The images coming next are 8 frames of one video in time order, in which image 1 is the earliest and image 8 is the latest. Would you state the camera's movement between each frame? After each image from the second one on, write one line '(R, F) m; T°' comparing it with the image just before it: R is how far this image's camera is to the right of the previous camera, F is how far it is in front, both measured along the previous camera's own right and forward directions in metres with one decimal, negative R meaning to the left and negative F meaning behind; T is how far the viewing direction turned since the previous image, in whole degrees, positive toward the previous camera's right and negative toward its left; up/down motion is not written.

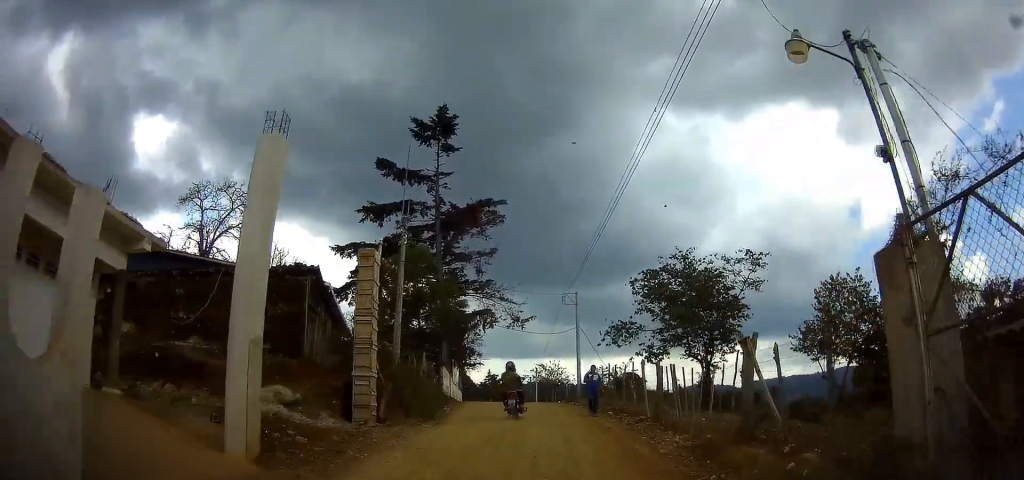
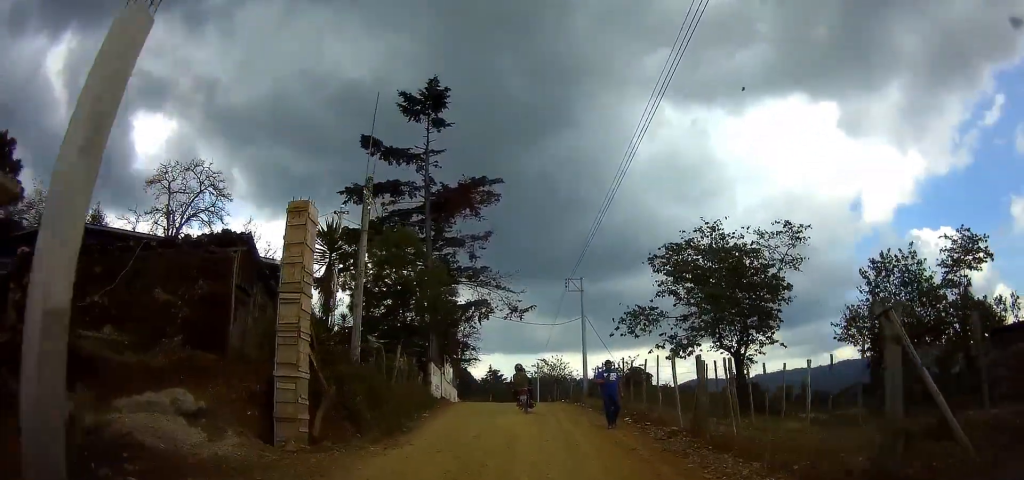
(+0.1, +4.5) m; -4°
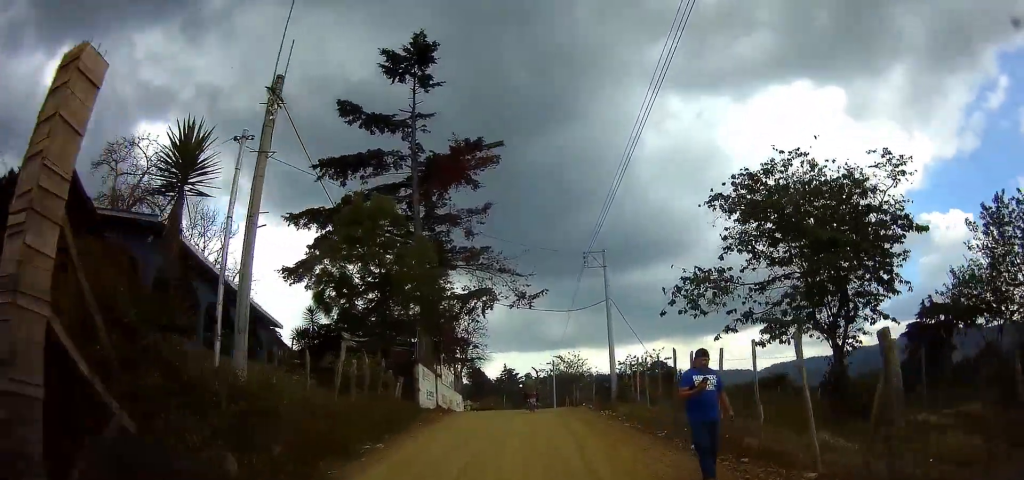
(-0.8, +6.7) m; 0°
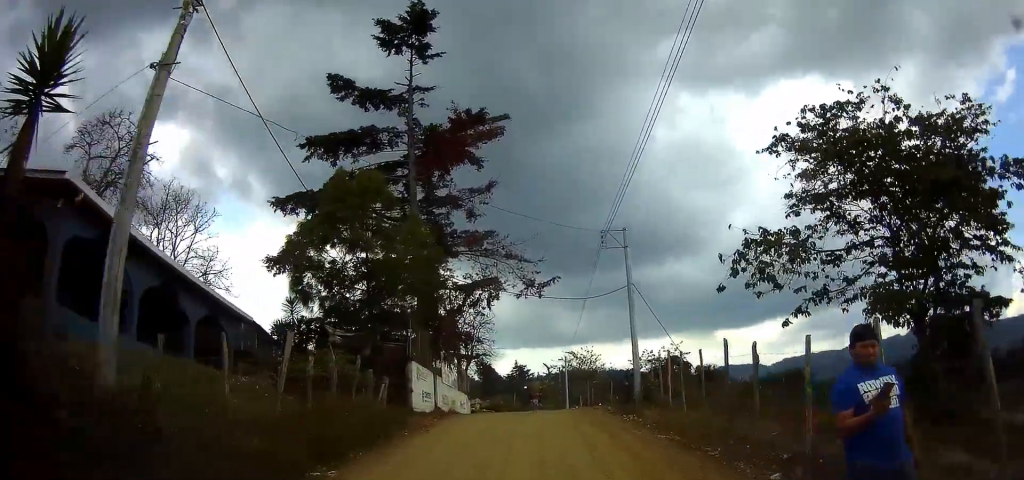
(+0.4, +3.6) m; +4°
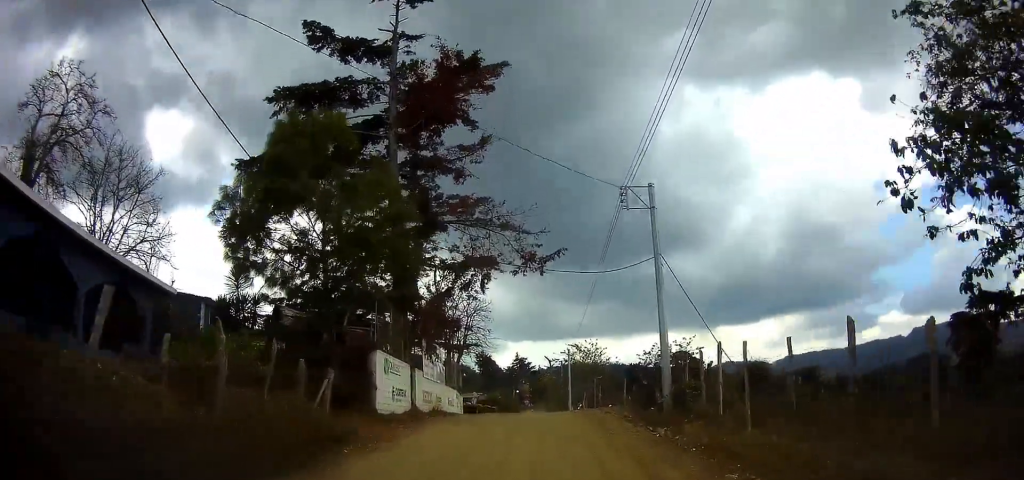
(+0.3, +4.8) m; +2°
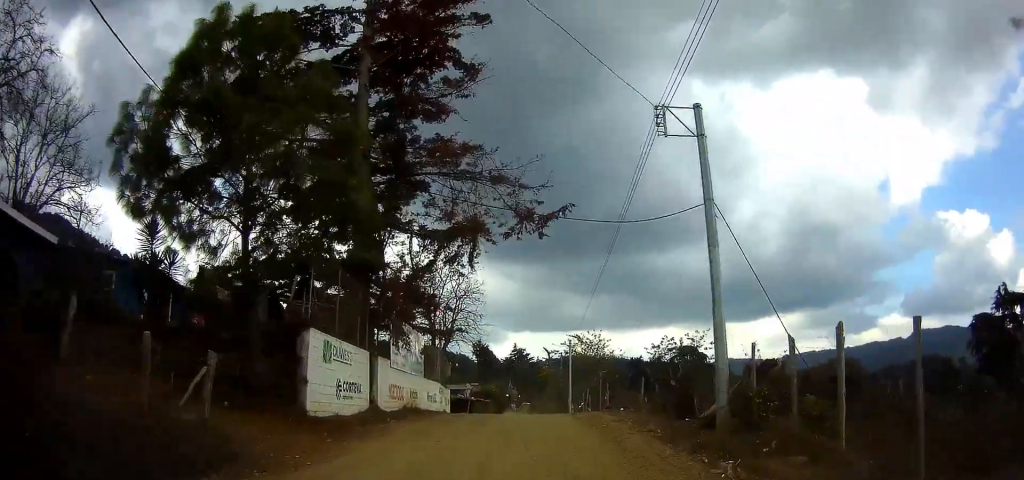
(+0.2, +5.5) m; -5°
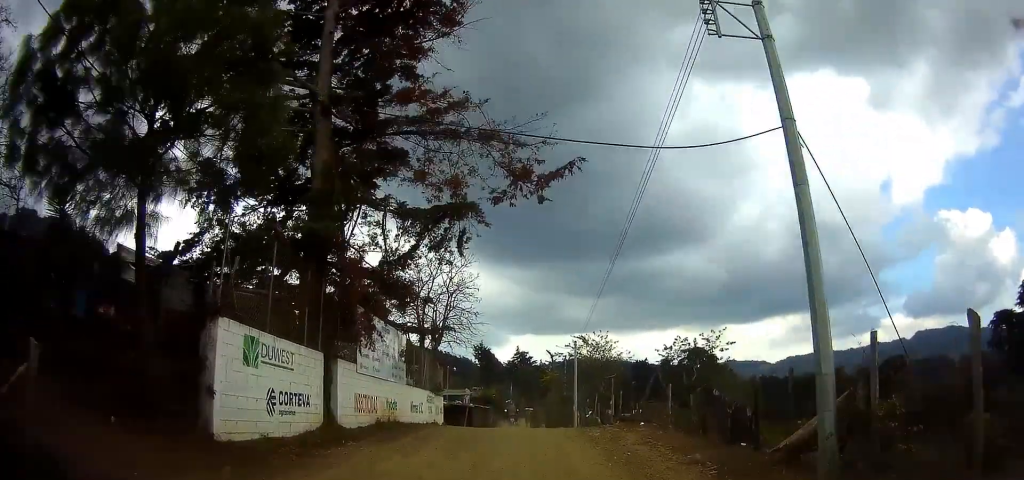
(-0.4, +4.1) m; 0°
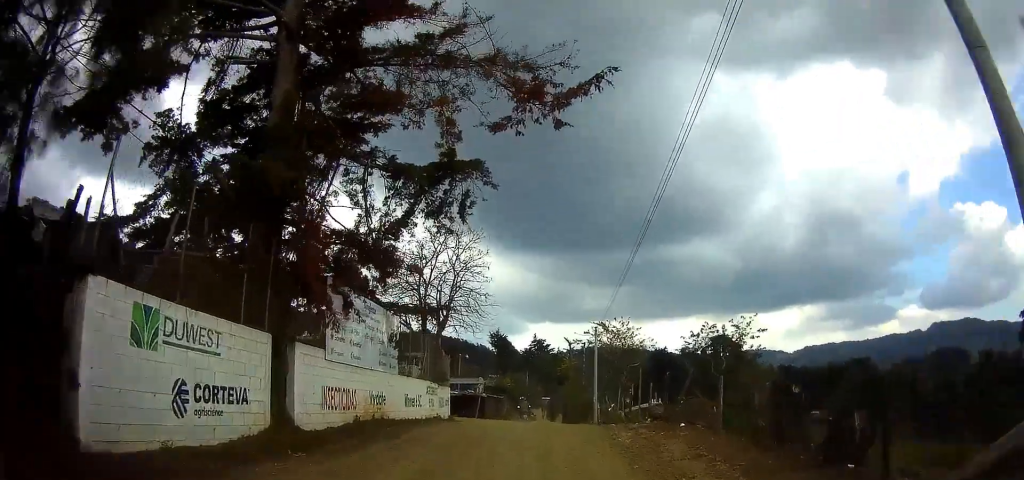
(-0.3, +3.5) m; 0°
